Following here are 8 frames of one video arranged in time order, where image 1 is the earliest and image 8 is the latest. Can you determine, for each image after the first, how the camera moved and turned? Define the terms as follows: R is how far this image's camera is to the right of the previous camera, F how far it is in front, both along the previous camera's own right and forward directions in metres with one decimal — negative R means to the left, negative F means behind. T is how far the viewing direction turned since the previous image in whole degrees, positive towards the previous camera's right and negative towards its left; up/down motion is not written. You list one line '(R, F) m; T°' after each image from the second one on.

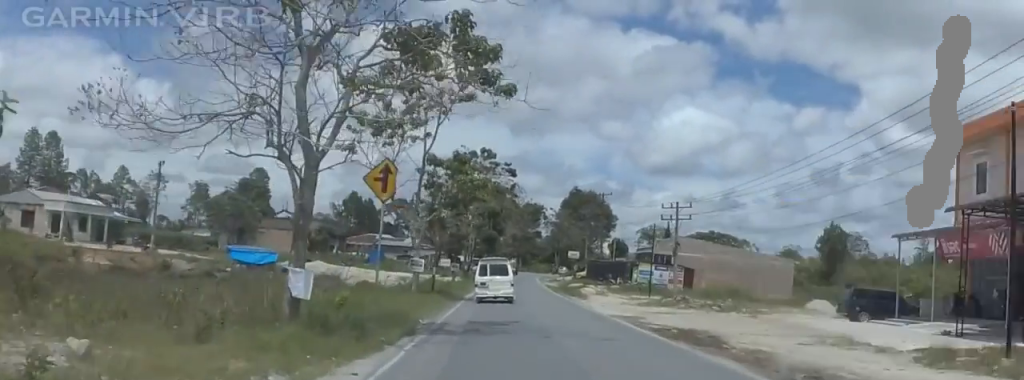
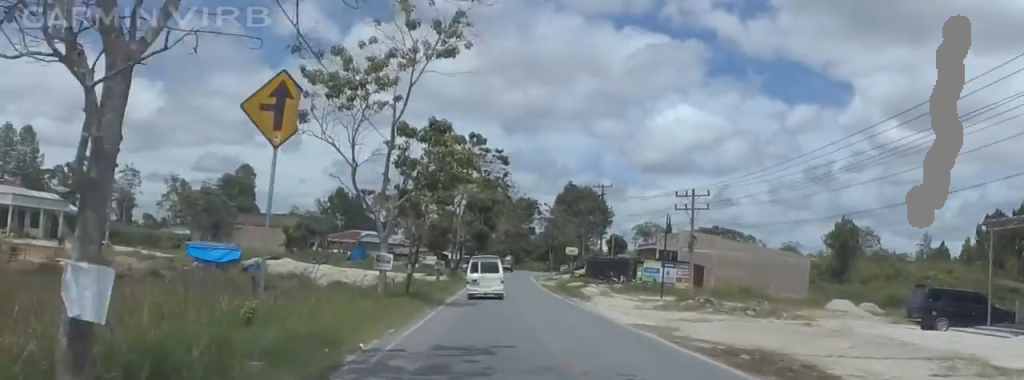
(-0.1, +8.7) m; +1°
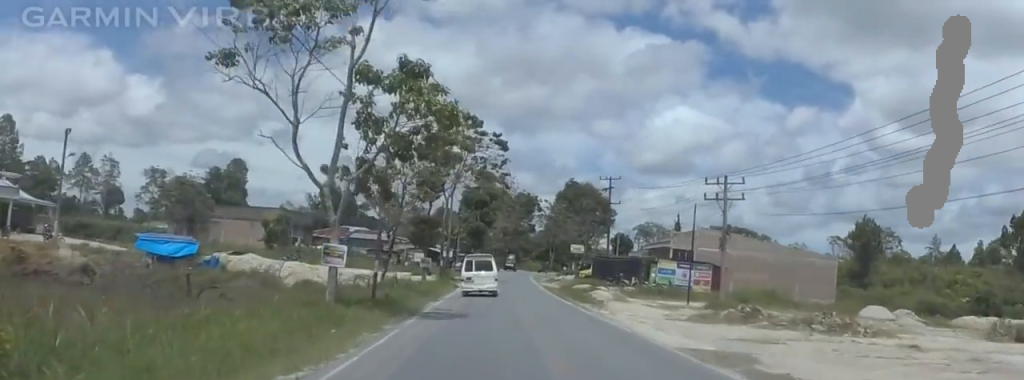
(-0.1, +9.3) m; +2°
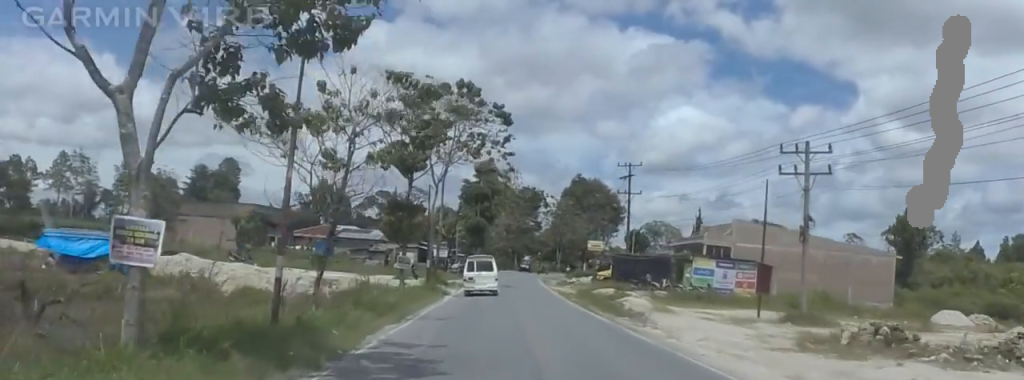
(+0.7, +13.5) m; +3°
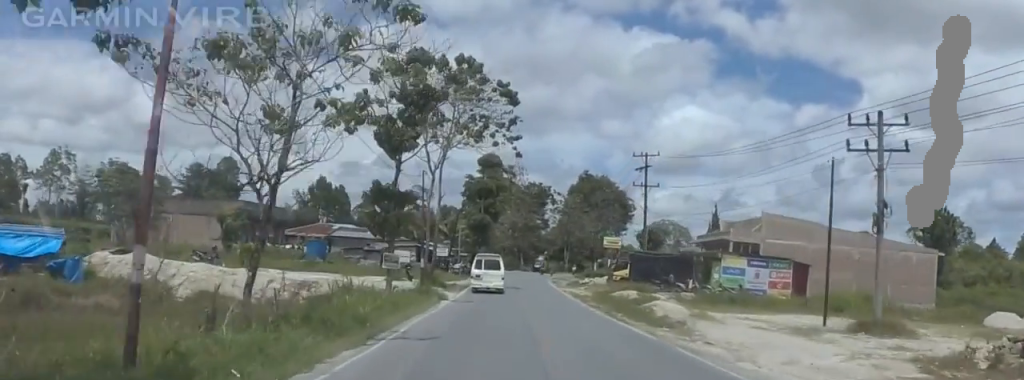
(0.0, +7.1) m; 0°
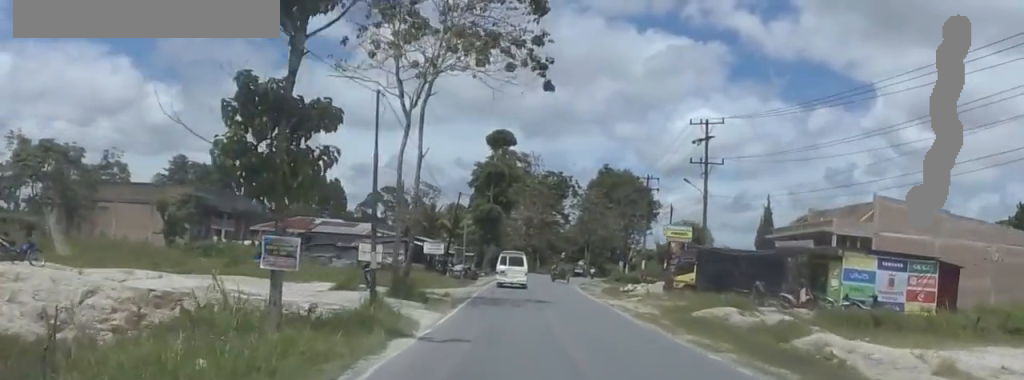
(0.0, +19.6) m; -3°
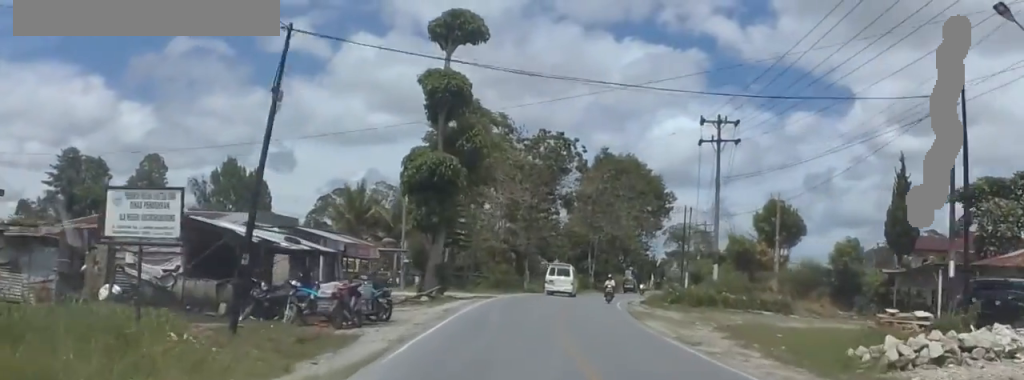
(+0.7, +42.1) m; +3°
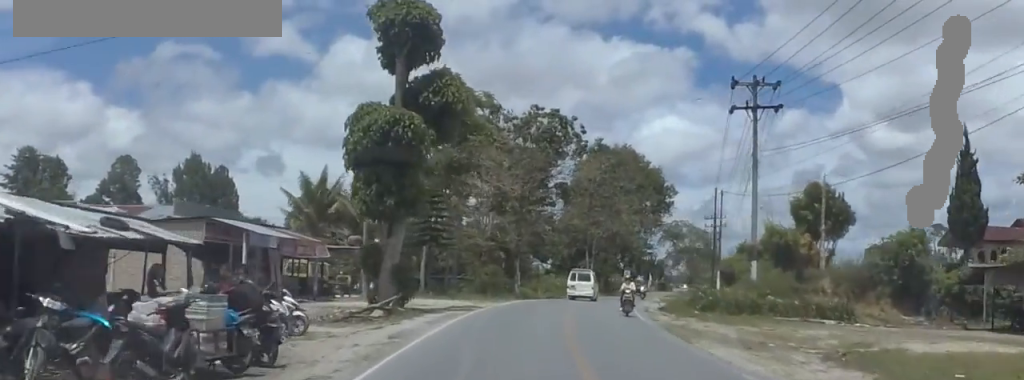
(-0.1, +11.4) m; 0°
